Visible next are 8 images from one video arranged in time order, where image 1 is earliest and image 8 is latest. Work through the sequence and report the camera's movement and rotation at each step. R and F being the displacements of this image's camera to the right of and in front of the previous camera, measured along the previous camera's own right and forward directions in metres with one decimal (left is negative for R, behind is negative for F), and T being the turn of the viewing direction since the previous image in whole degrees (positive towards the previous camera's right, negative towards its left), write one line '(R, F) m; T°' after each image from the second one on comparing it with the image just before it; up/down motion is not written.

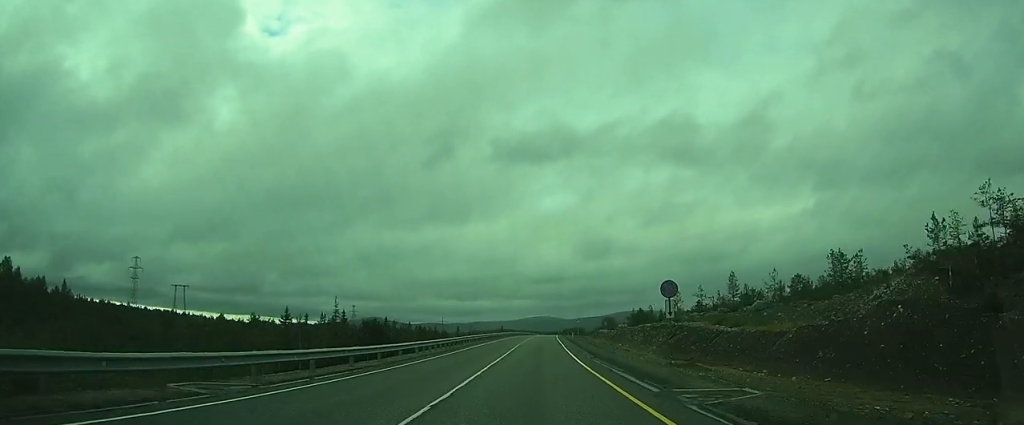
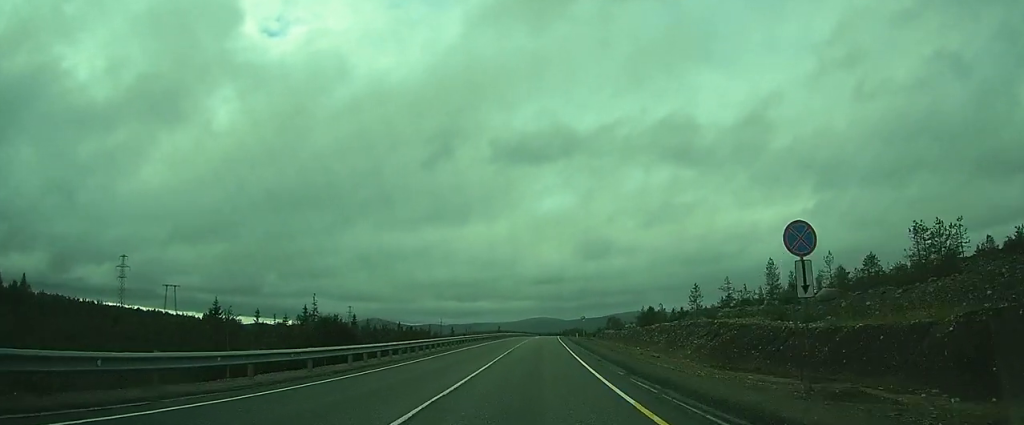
(0.0, +12.3) m; 0°
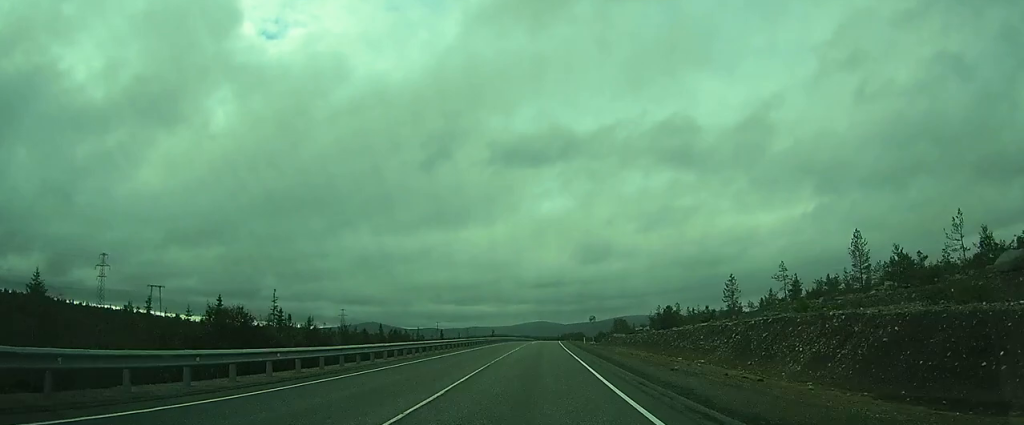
(+0.1, +17.2) m; 0°
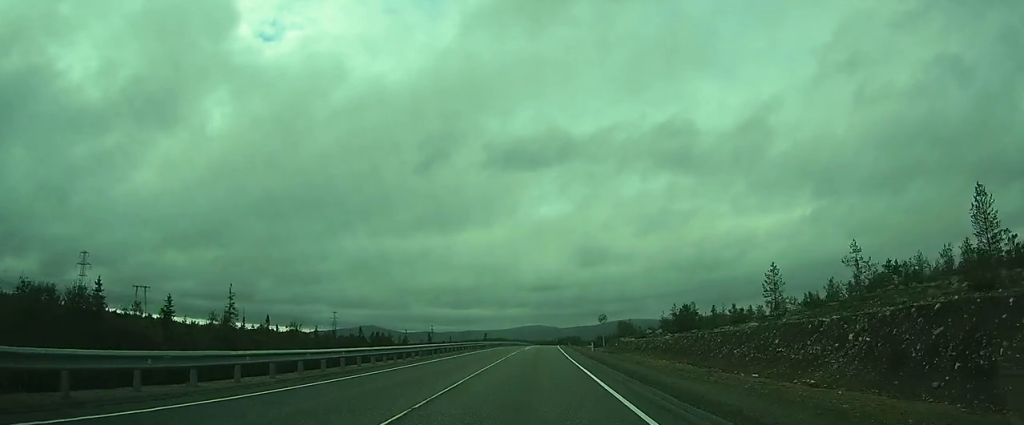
(-0.1, +14.0) m; 0°
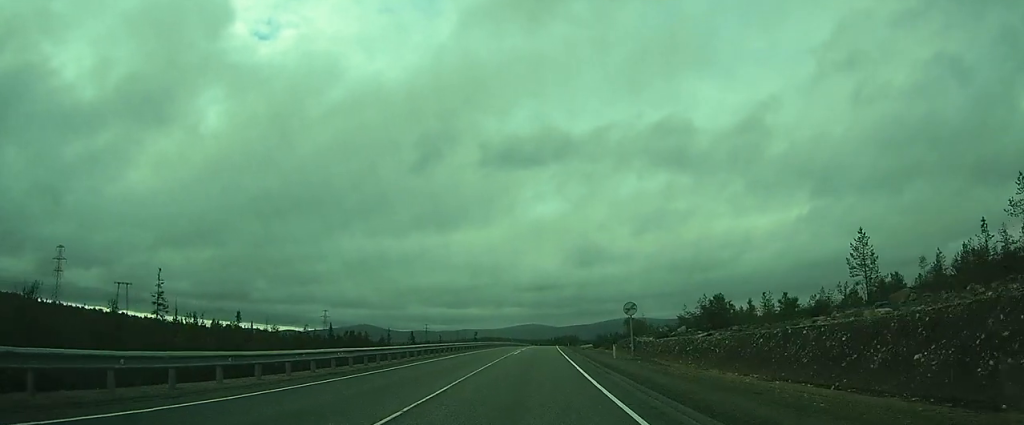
(-0.1, +17.4) m; 0°
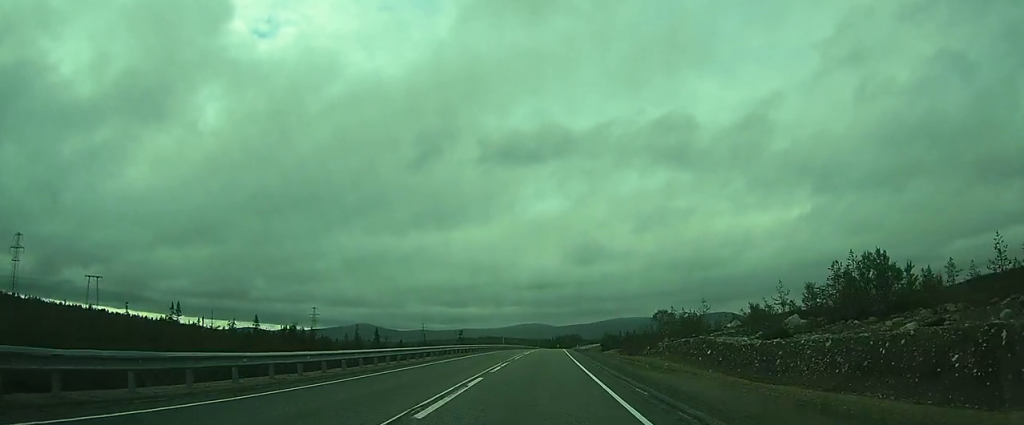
(0.0, +33.2) m; 0°
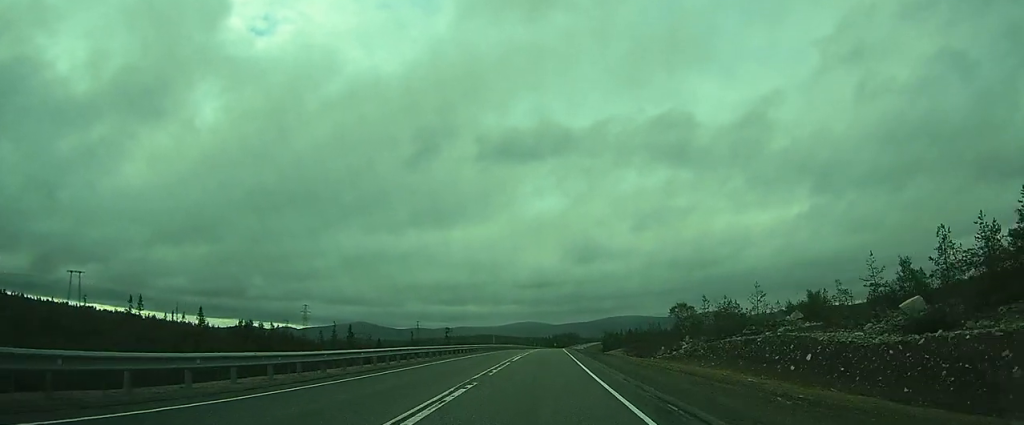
(0.0, +14.9) m; 0°
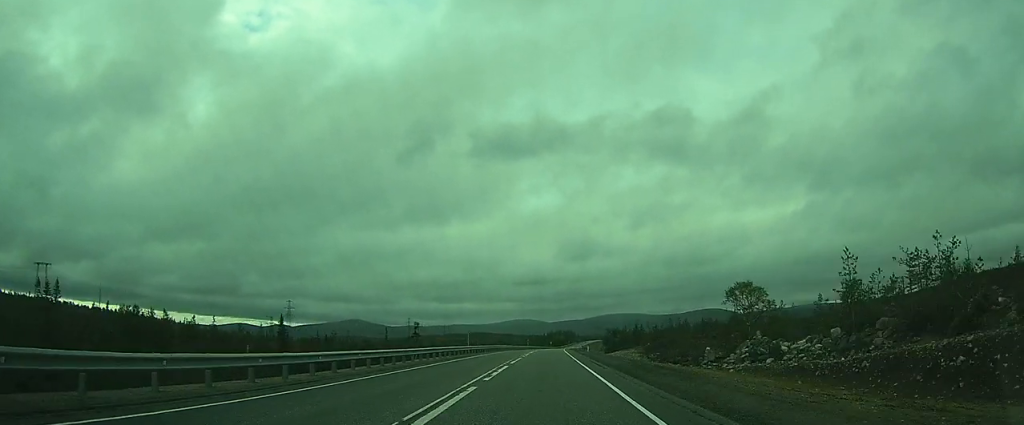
(0.0, +26.5) m; 0°
